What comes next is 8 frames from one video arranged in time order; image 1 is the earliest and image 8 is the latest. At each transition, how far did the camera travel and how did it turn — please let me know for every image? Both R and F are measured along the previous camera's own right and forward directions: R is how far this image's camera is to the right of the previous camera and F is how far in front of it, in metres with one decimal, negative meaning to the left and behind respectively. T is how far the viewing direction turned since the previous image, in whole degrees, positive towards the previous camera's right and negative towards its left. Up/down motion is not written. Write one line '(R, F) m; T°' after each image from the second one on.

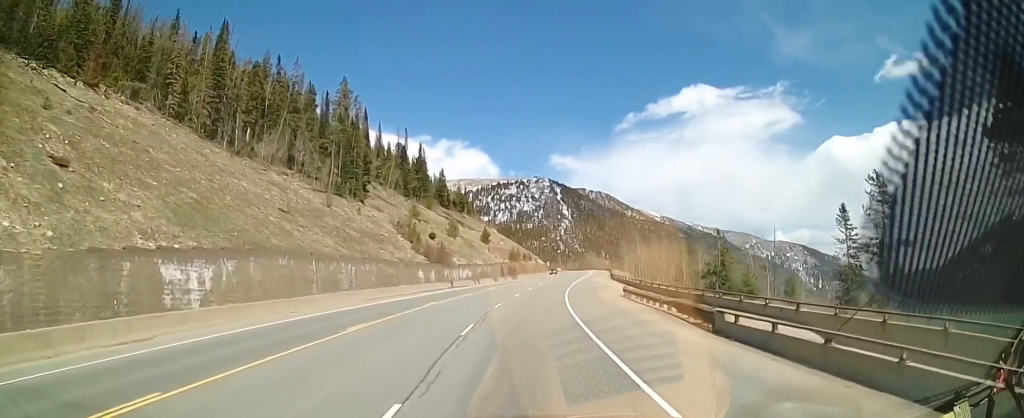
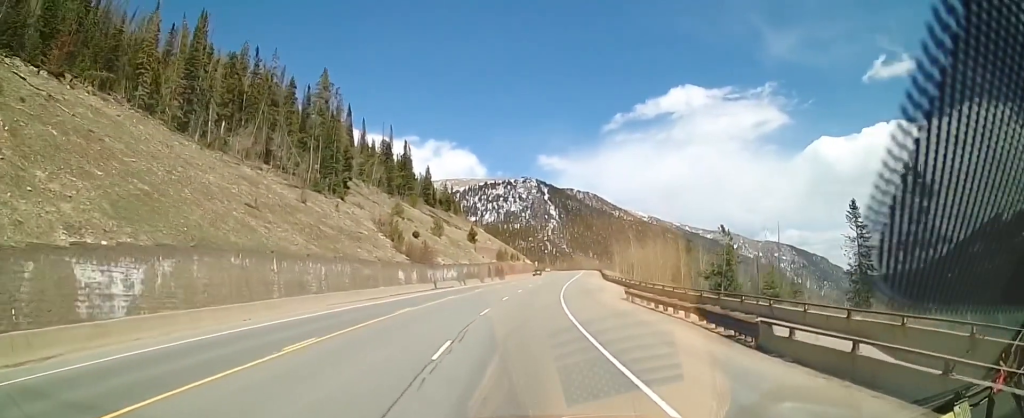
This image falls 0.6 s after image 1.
(-0.4, +4.1) m; +3°
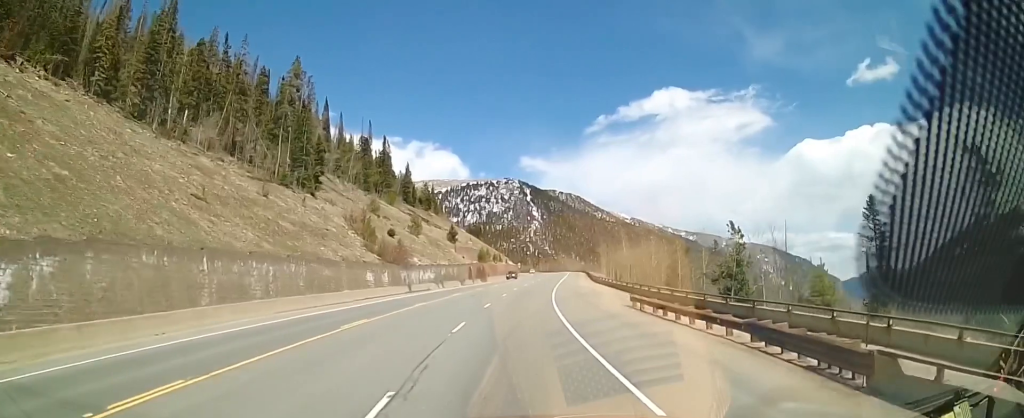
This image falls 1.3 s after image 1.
(+0.6, +5.6) m; +9°
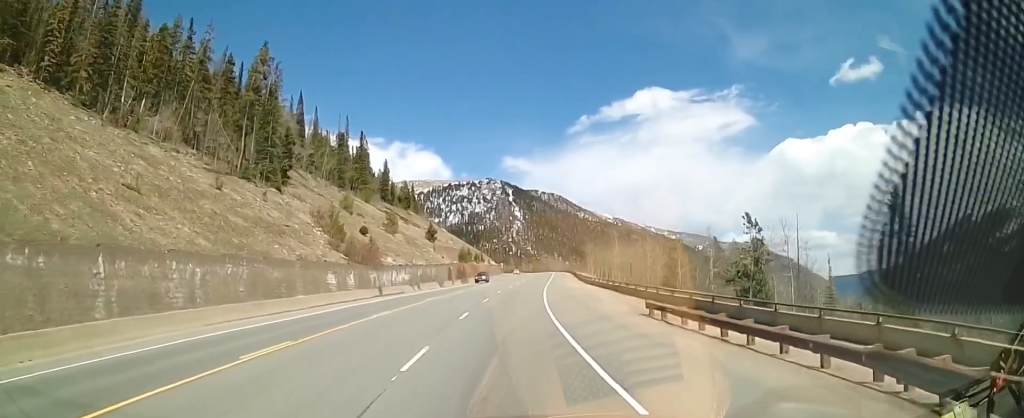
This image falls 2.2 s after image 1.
(+0.6, +6.3) m; +7°
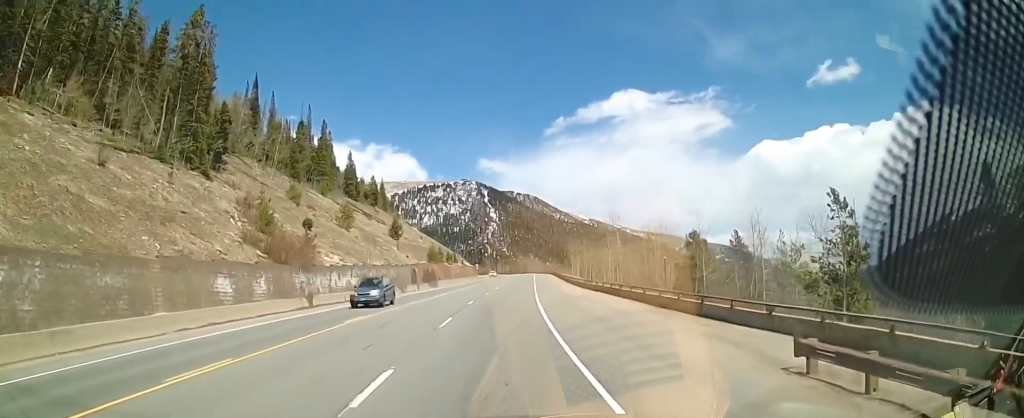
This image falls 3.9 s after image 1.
(+0.5, +13.7) m; +1°
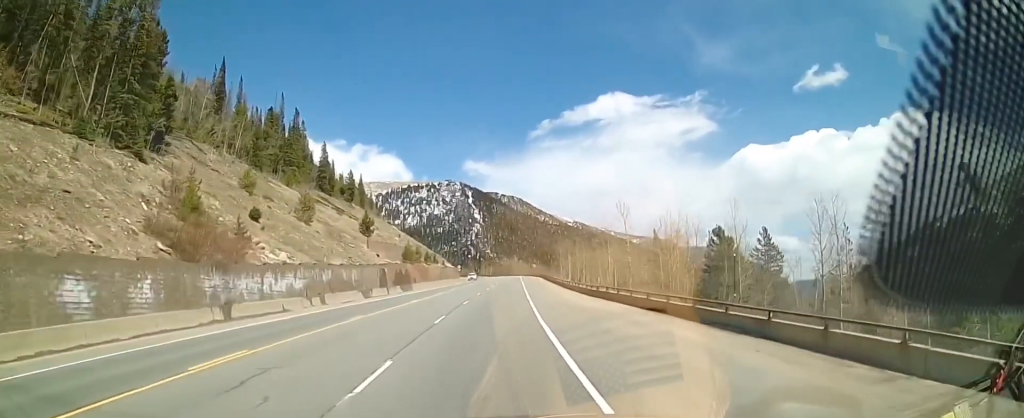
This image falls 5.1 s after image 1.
(0.0, +10.8) m; +4°
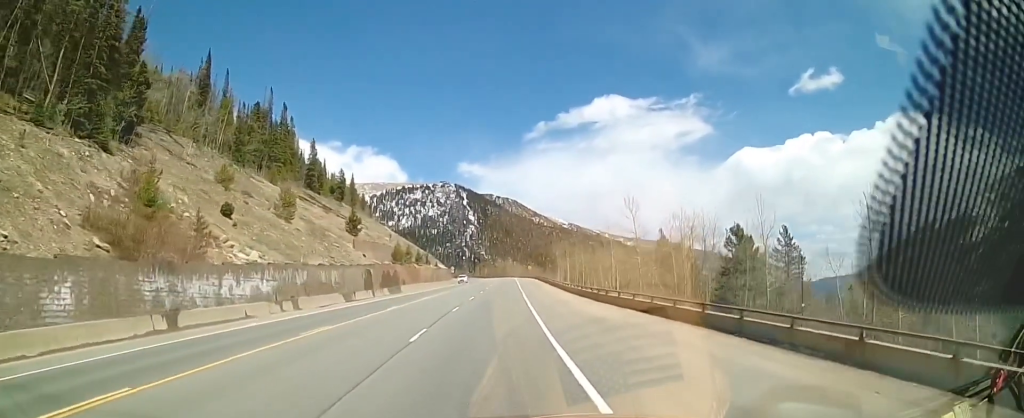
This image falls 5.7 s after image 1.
(+0.1, +5.1) m; +4°
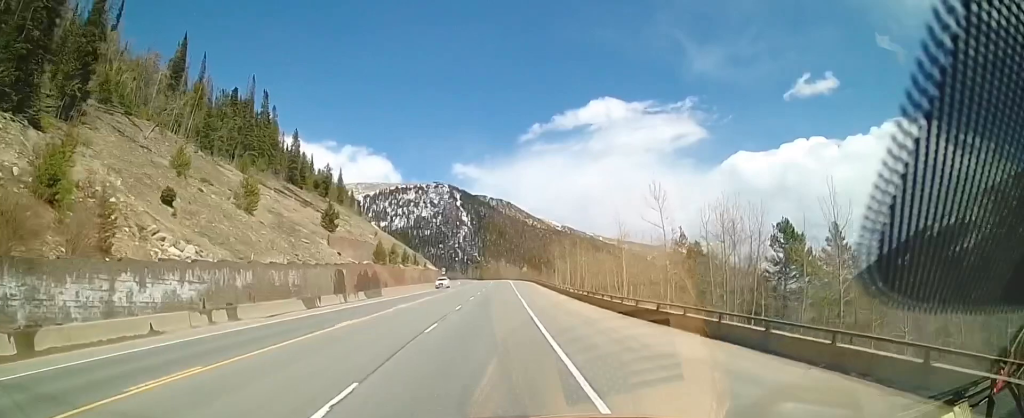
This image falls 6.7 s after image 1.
(+0.6, +9.1) m; +1°
